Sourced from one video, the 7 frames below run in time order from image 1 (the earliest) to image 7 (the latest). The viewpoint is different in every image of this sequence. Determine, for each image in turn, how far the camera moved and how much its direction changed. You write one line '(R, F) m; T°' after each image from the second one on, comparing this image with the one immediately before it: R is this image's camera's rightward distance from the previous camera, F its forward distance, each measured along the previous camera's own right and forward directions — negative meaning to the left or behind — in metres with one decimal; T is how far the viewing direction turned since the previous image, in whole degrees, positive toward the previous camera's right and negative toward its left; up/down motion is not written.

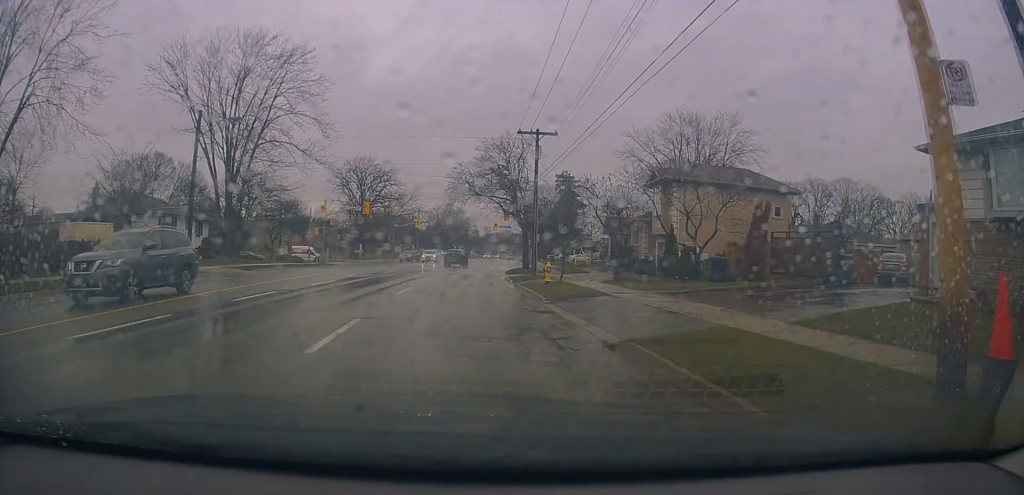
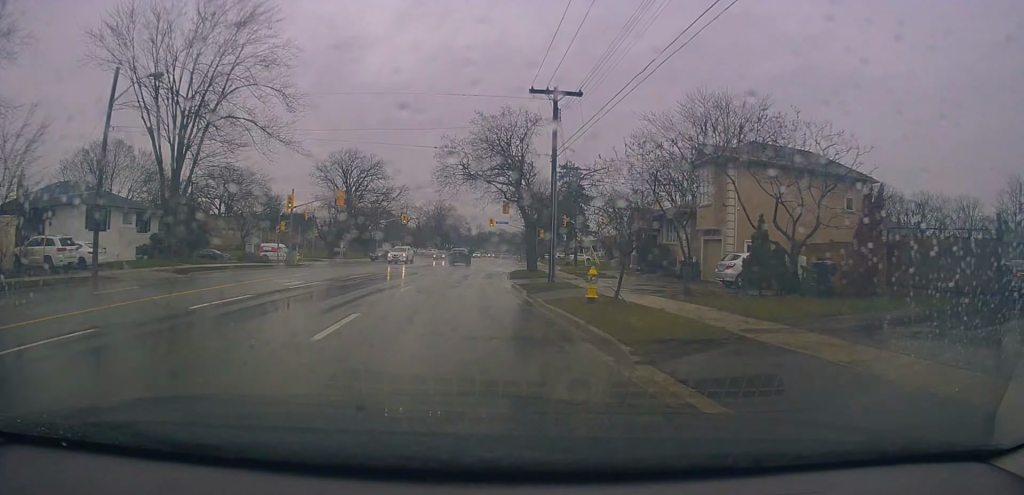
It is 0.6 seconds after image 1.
(0.0, +8.8) m; +1°
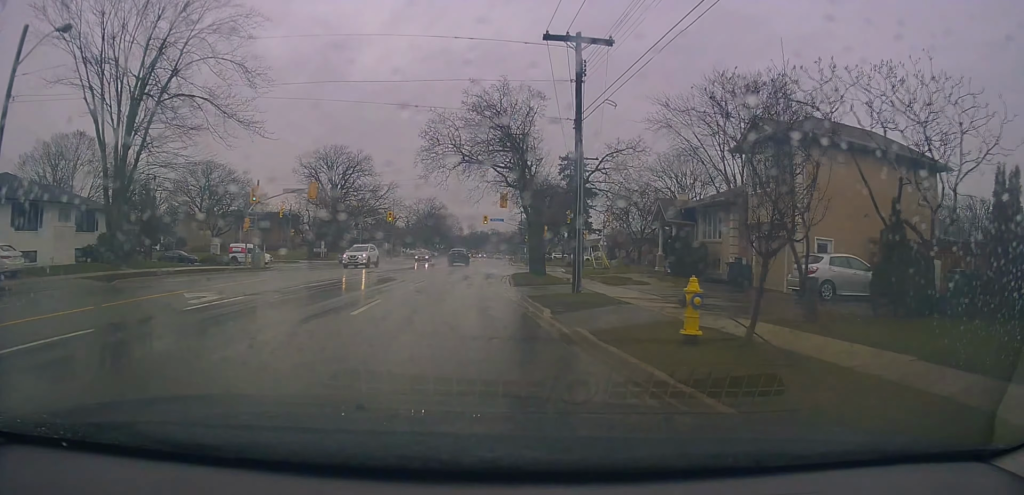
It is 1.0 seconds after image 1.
(-0.1, +6.5) m; +1°
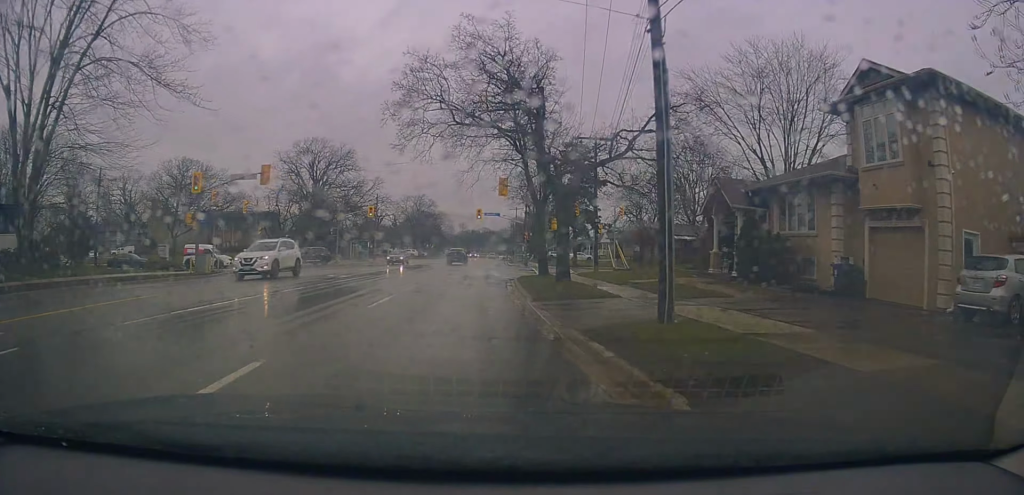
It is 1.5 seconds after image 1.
(+0.2, +7.5) m; +1°
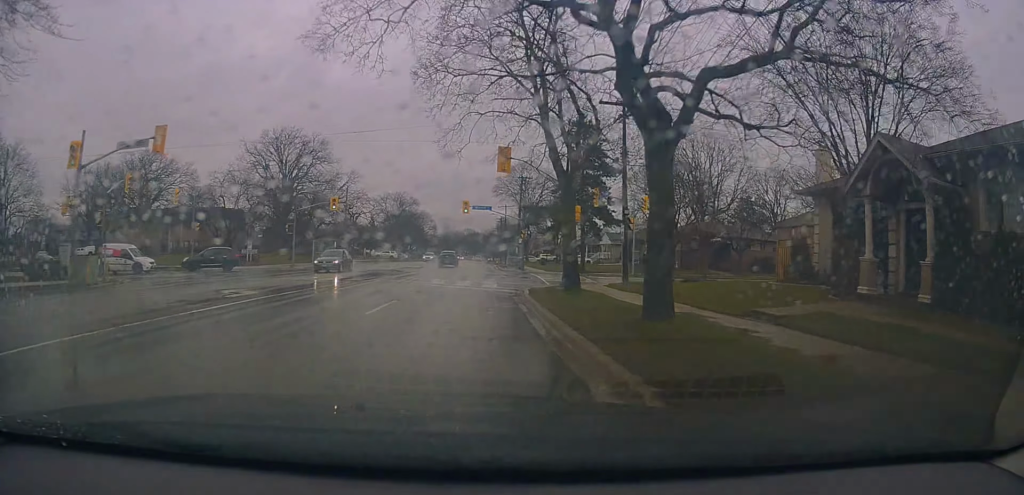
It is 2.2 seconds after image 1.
(+0.2, +10.0) m; +2°
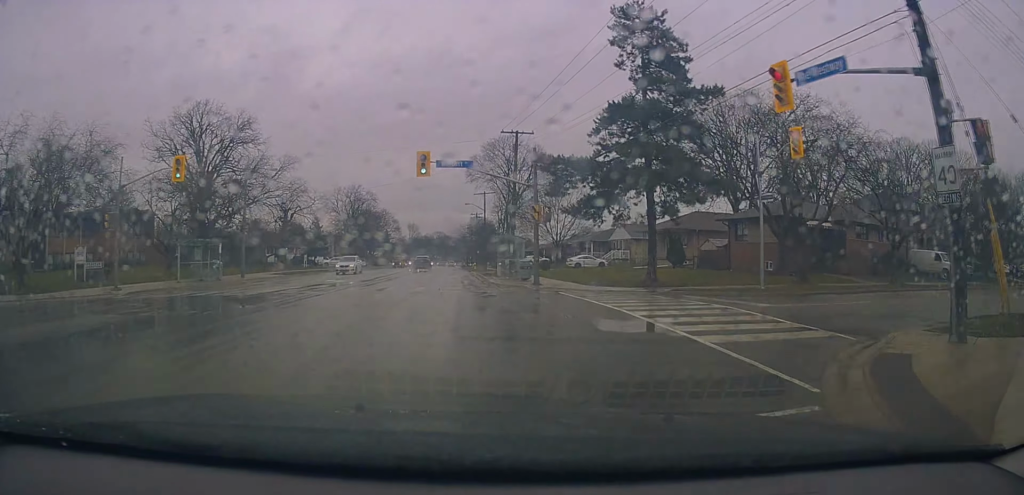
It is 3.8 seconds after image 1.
(+0.3, +19.9) m; +2°
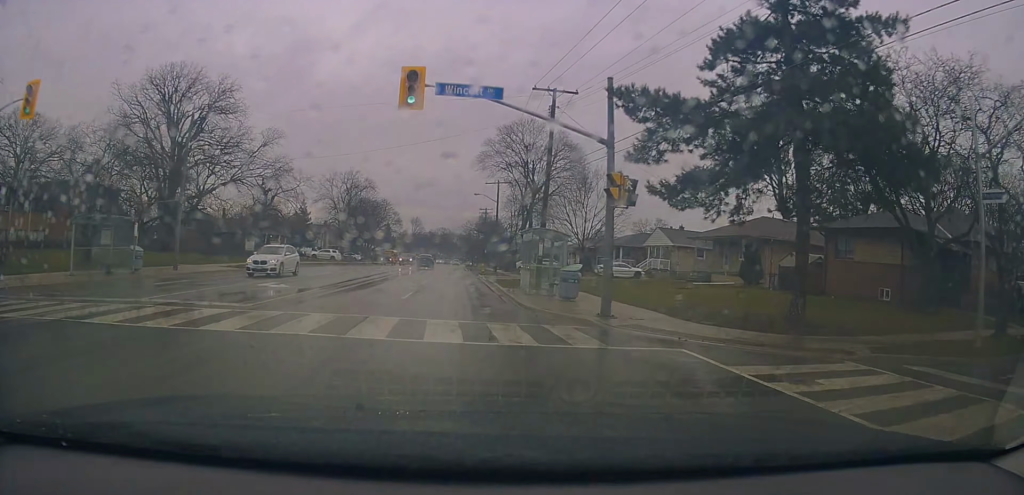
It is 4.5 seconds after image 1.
(+0.2, +10.3) m; 0°
